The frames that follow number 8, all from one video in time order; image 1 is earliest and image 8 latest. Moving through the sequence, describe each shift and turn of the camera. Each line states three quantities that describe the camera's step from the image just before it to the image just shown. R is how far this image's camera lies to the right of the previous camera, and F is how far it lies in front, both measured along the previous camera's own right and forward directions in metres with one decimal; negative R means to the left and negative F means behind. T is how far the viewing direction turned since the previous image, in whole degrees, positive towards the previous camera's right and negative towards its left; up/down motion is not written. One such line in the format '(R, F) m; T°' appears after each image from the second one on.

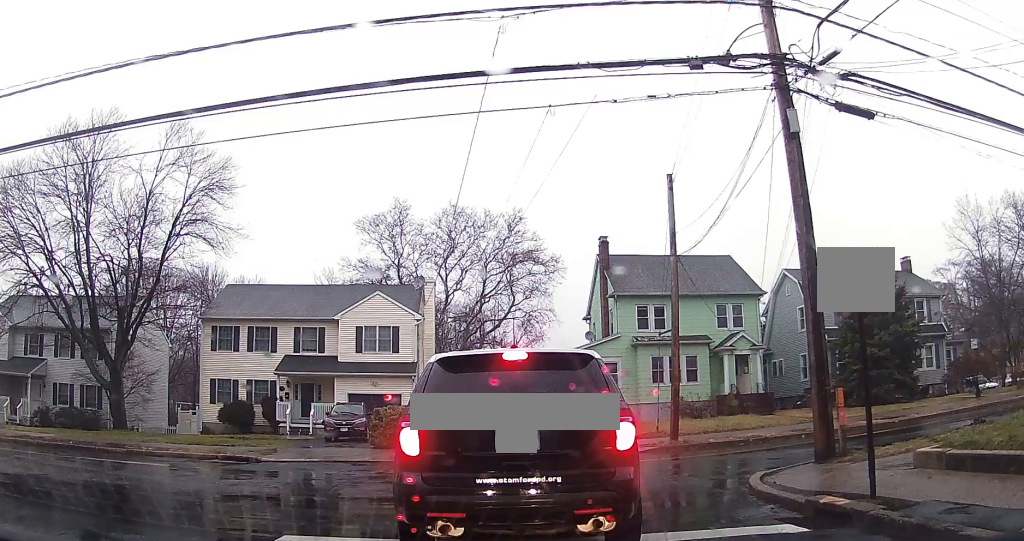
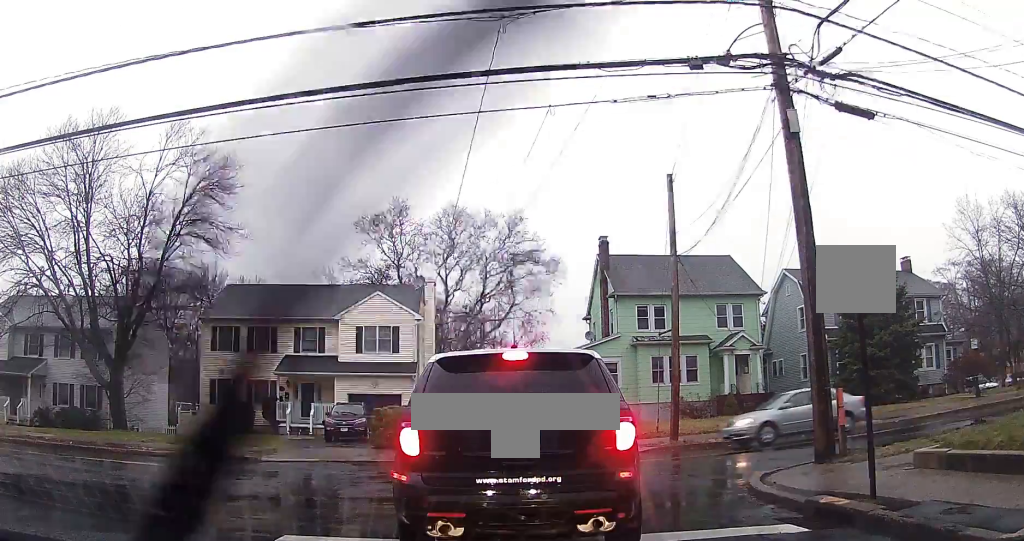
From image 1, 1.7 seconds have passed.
(0.0, 0.0) m; 0°
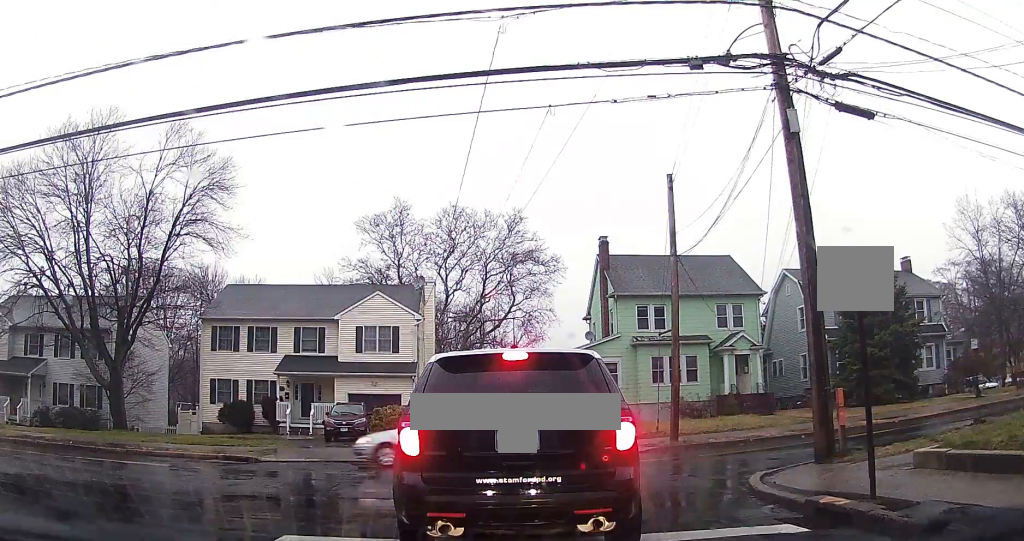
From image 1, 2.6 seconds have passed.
(0.0, 0.0) m; 0°
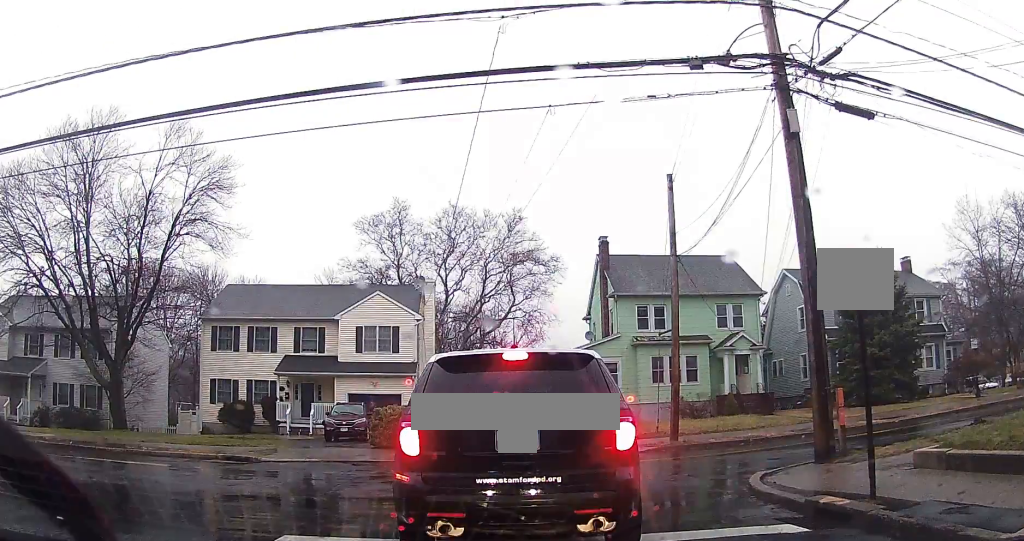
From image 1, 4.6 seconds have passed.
(0.0, 0.0) m; 0°
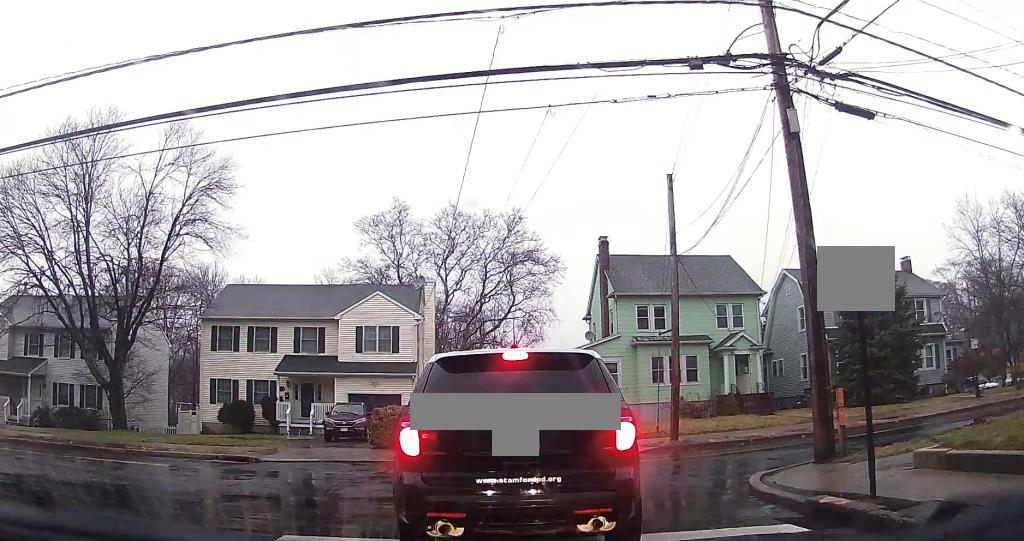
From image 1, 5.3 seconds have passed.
(0.0, 0.0) m; 0°
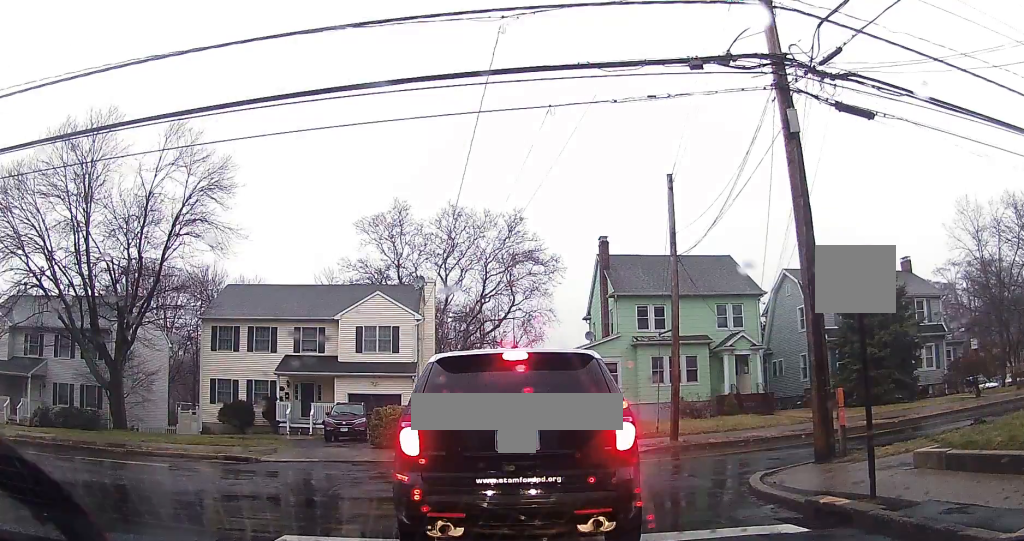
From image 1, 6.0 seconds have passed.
(0.0, 0.0) m; 0°
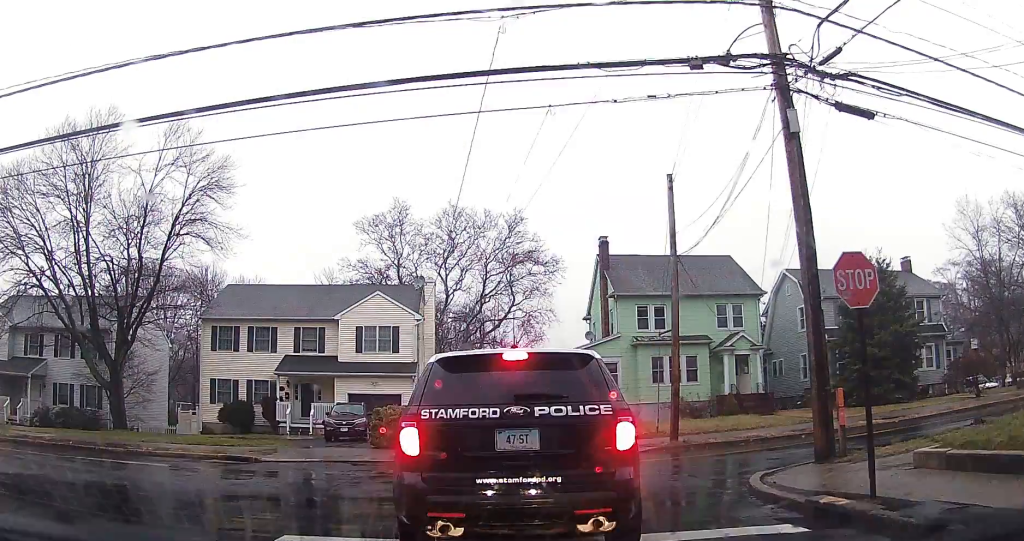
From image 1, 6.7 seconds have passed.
(0.0, 0.0) m; 0°
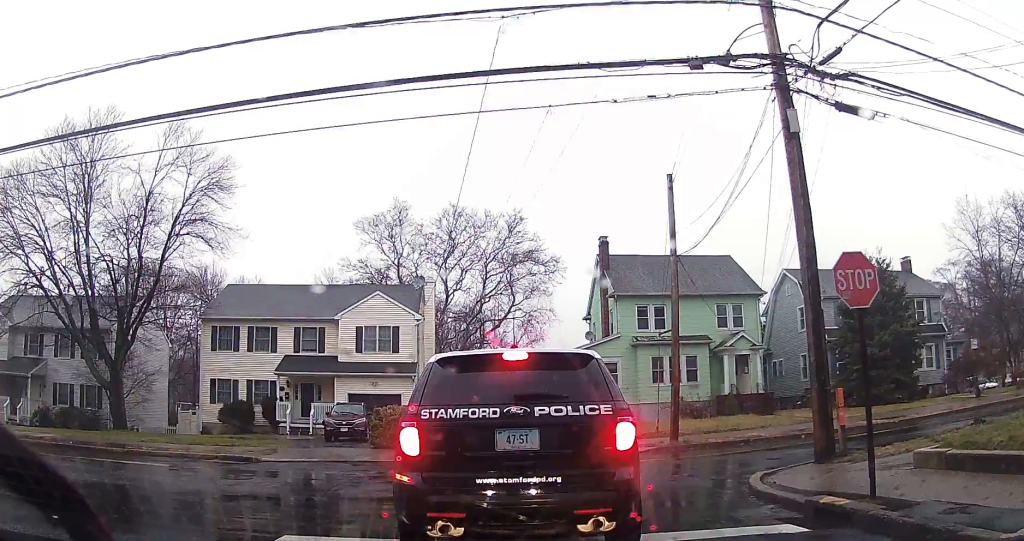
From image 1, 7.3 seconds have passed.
(0.0, 0.0) m; 0°
